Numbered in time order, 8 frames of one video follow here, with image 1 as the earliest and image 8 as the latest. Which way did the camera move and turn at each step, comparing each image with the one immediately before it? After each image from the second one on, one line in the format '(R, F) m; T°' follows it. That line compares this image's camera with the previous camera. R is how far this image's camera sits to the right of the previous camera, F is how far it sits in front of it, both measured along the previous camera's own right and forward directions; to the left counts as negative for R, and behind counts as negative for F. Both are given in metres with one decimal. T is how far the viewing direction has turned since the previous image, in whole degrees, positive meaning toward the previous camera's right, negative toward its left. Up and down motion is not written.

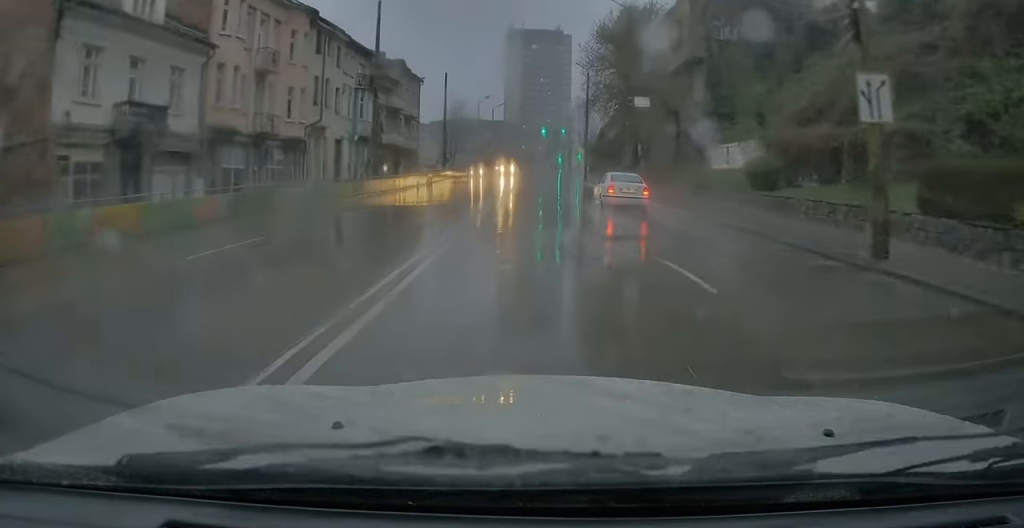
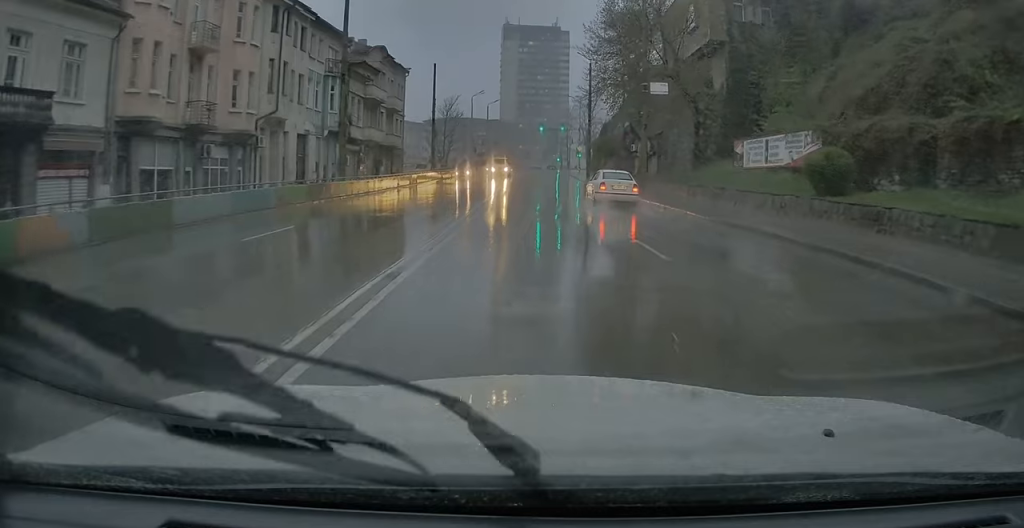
(0.0, +6.8) m; 0°
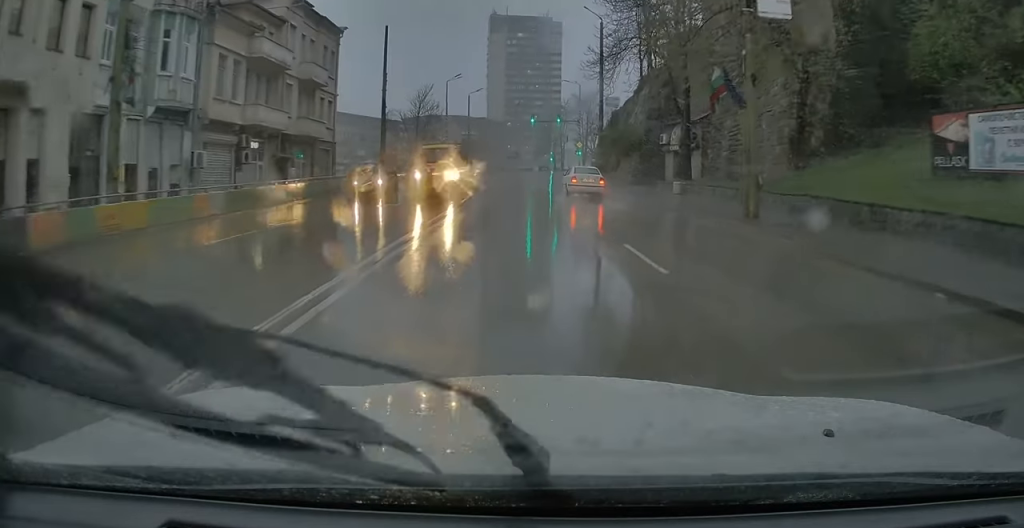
(+0.2, +19.4) m; 0°
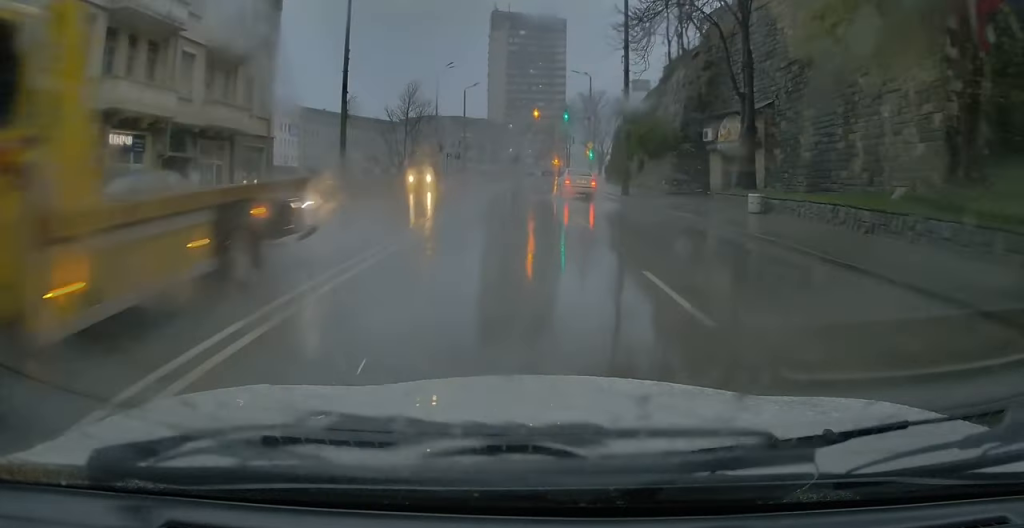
(-0.3, +11.0) m; -1°
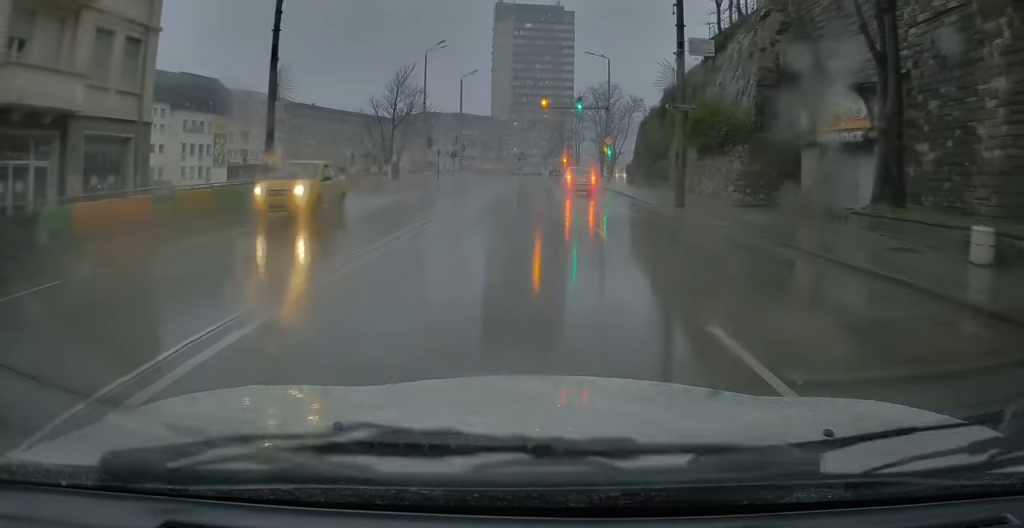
(0.0, +11.3) m; 0°
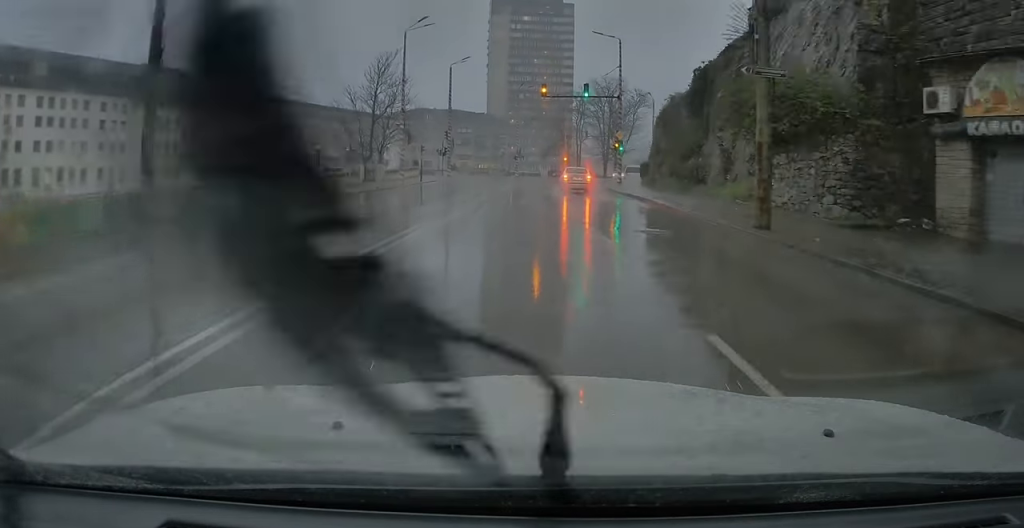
(0.0, +8.7) m; 0°
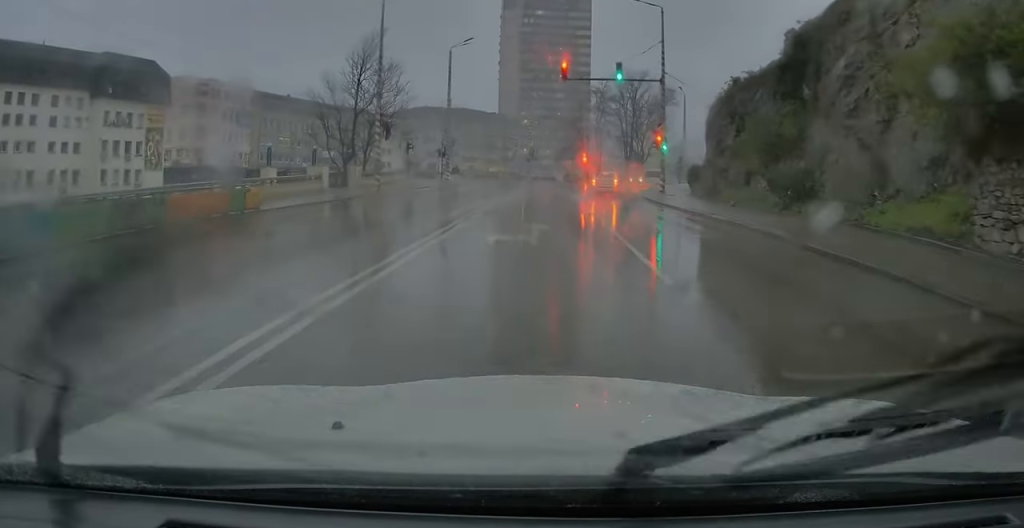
(+0.1, +11.7) m; +1°
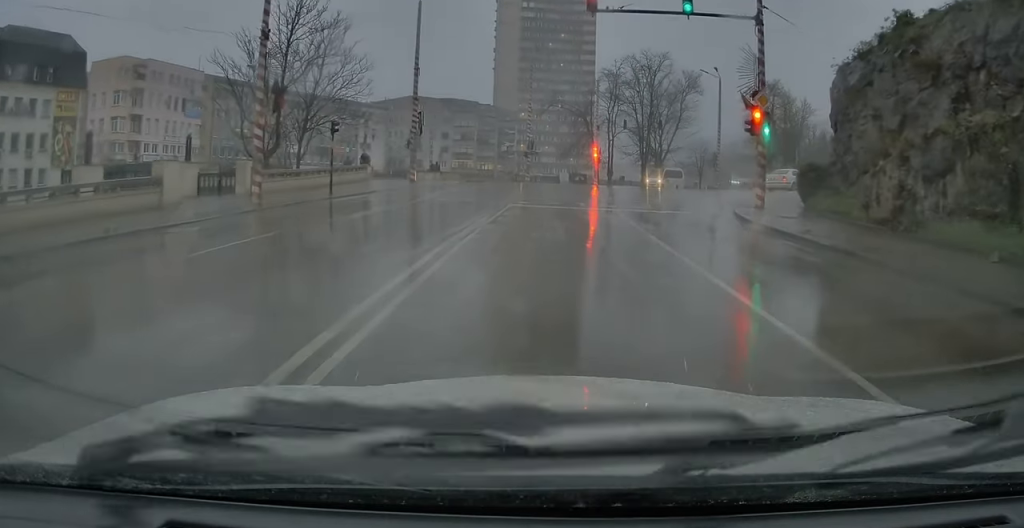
(+0.1, +15.2) m; +3°
